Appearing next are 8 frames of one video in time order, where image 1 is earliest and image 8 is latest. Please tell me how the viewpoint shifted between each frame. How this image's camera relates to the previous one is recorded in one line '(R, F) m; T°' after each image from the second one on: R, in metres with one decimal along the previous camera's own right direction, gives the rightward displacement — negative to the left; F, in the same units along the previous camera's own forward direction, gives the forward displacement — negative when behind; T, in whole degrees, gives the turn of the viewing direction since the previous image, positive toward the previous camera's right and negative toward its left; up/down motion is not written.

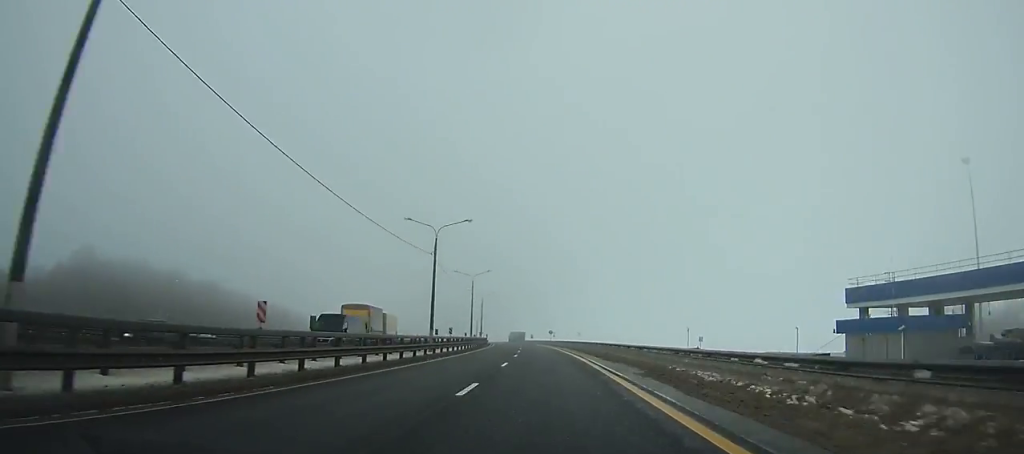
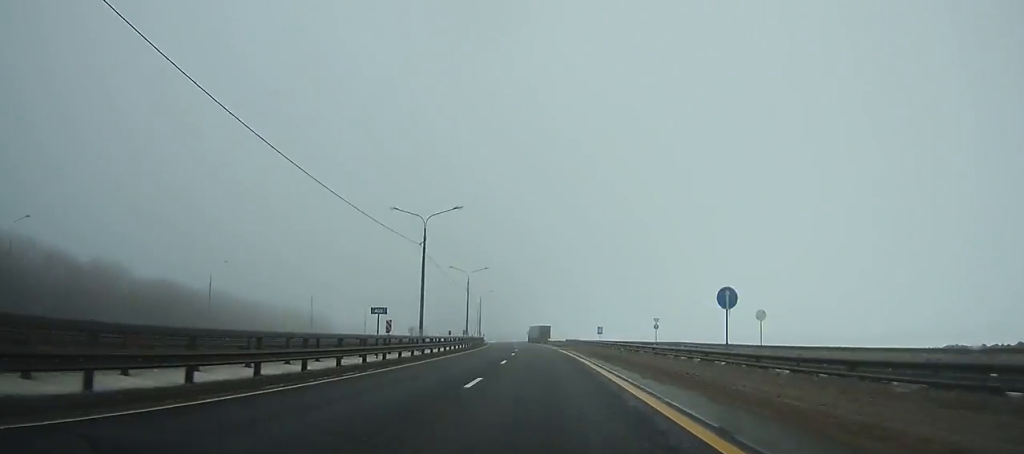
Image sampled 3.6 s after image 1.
(-6.1, +106.8) m; -6°
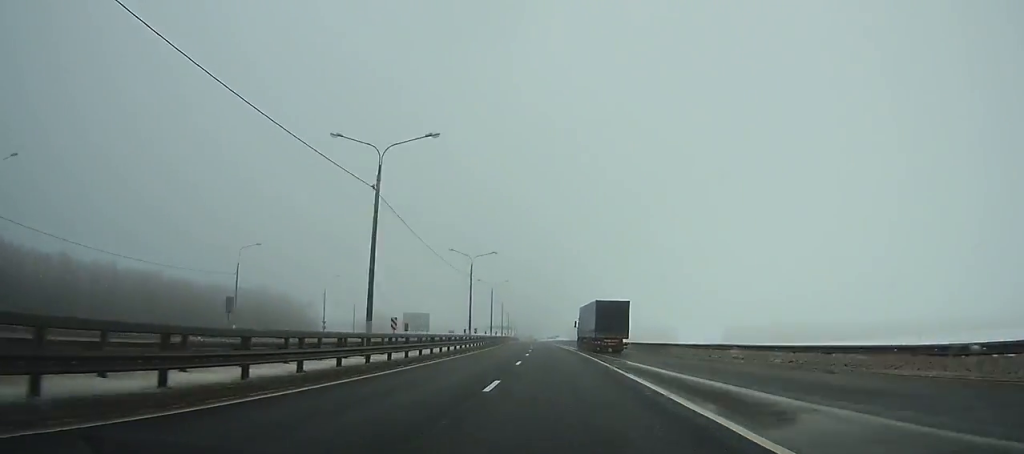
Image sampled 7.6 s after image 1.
(-7.2, +119.6) m; -6°
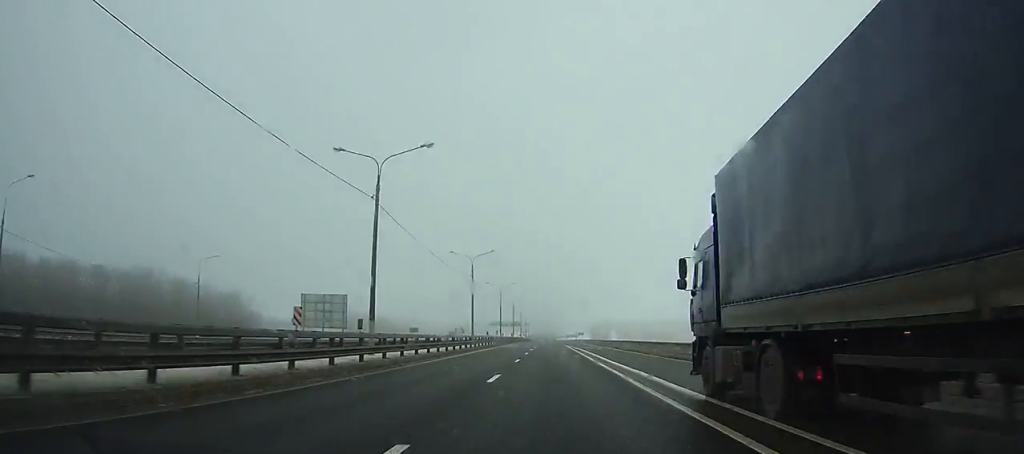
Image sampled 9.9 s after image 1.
(-1.6, +69.3) m; -2°
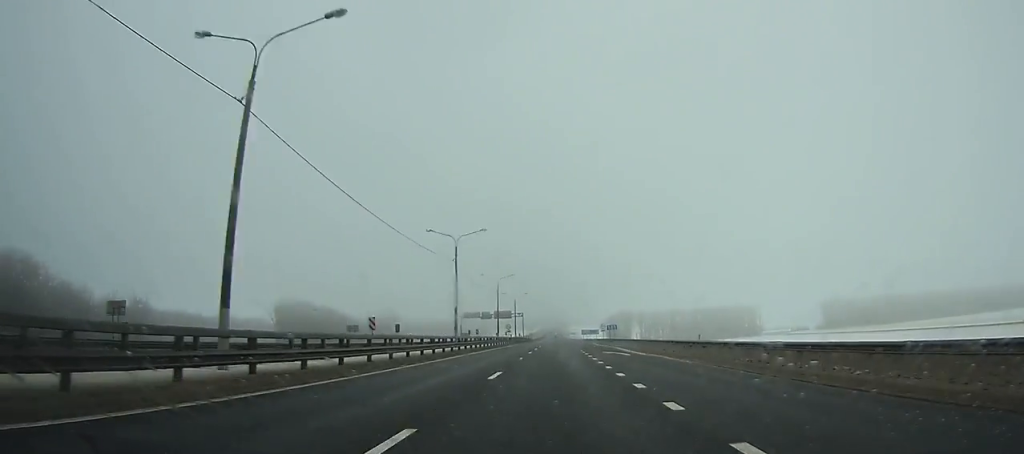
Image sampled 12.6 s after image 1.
(-0.9, +81.3) m; -1°
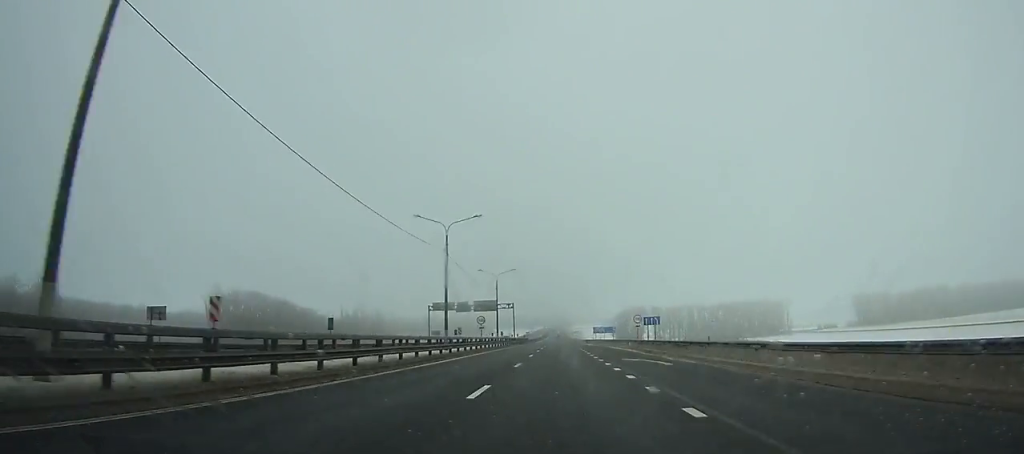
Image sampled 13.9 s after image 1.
(-0.1, +39.1) m; 0°
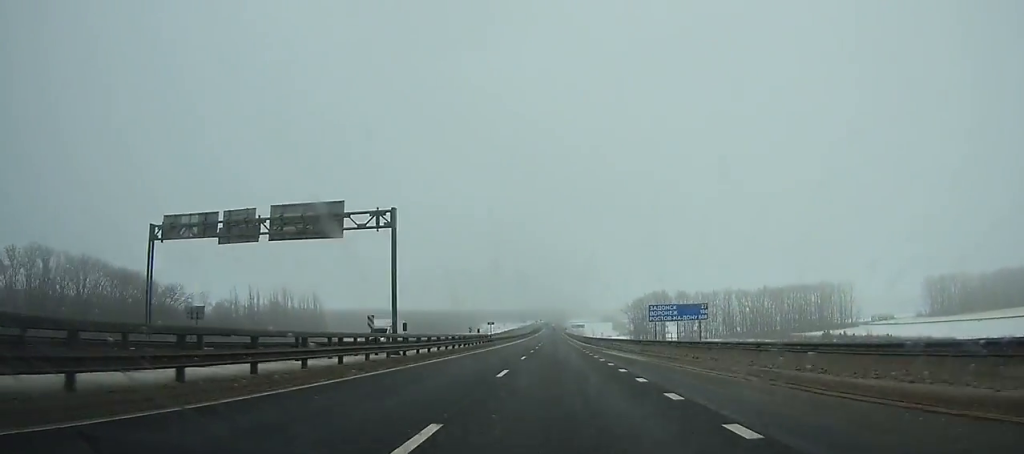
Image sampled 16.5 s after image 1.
(0.0, +77.5) m; 0°
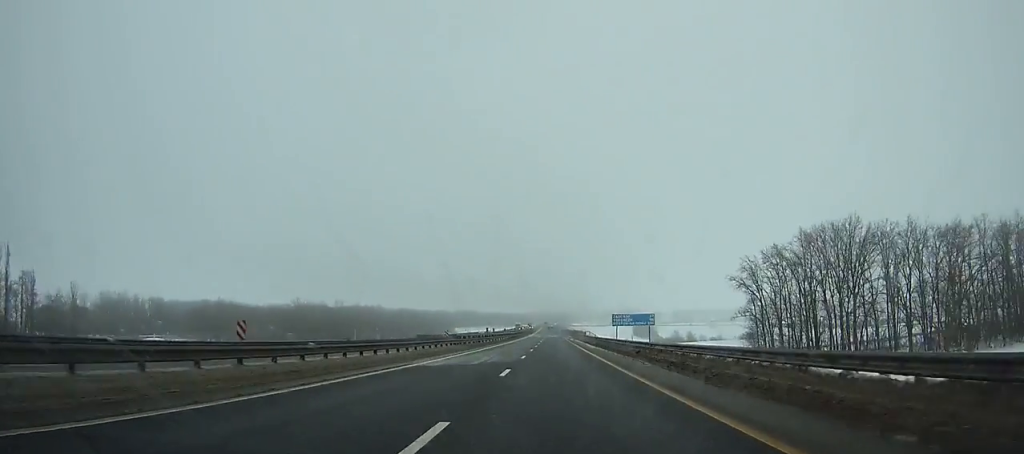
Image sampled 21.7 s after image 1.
(+0.2, +153.3) m; 0°
